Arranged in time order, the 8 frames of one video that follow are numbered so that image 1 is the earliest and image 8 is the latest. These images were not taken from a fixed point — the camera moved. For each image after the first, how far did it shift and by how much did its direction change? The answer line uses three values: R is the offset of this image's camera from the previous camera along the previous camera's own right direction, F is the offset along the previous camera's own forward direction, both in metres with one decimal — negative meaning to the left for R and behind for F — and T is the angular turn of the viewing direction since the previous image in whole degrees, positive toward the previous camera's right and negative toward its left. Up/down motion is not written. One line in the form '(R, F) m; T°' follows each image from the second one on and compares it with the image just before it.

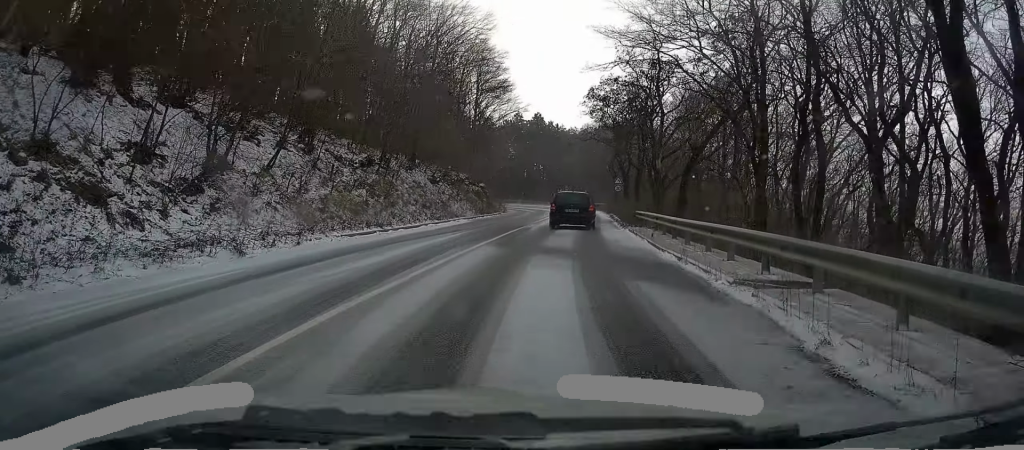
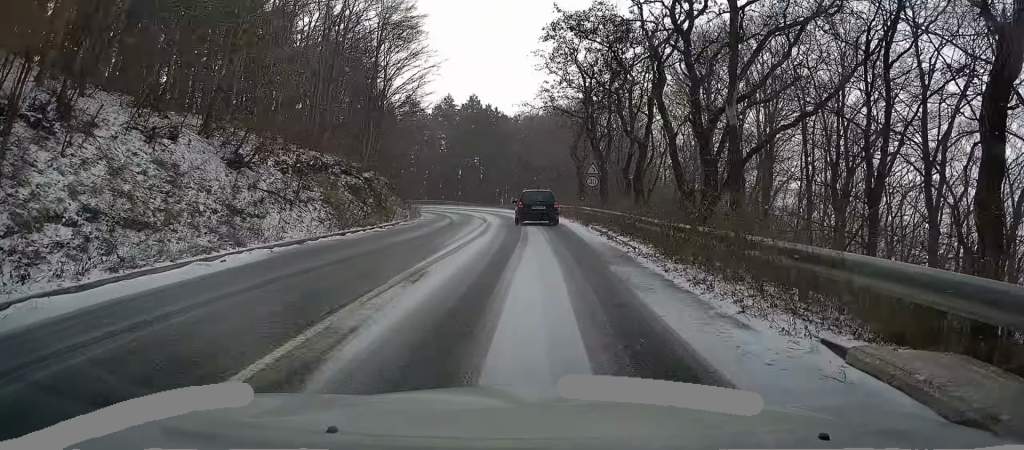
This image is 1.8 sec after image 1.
(+0.5, +19.8) m; +3°
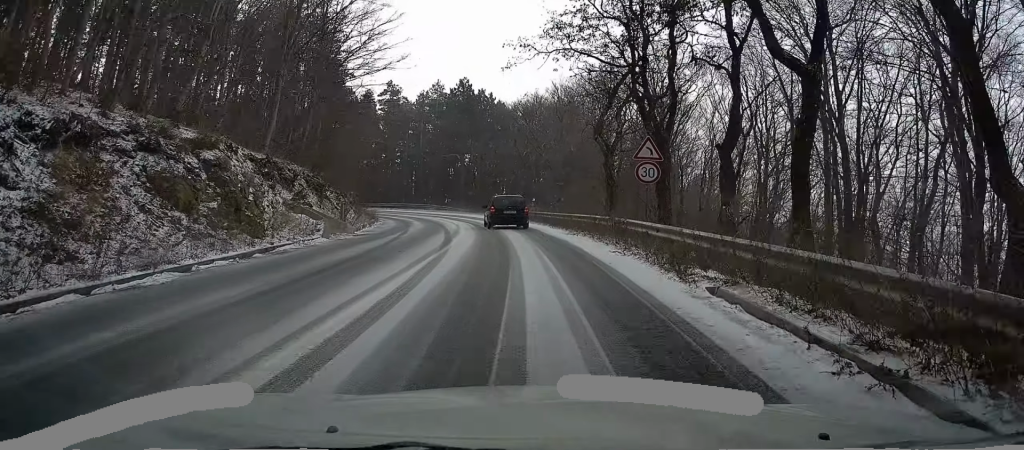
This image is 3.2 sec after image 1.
(+0.1, +15.0) m; -1°
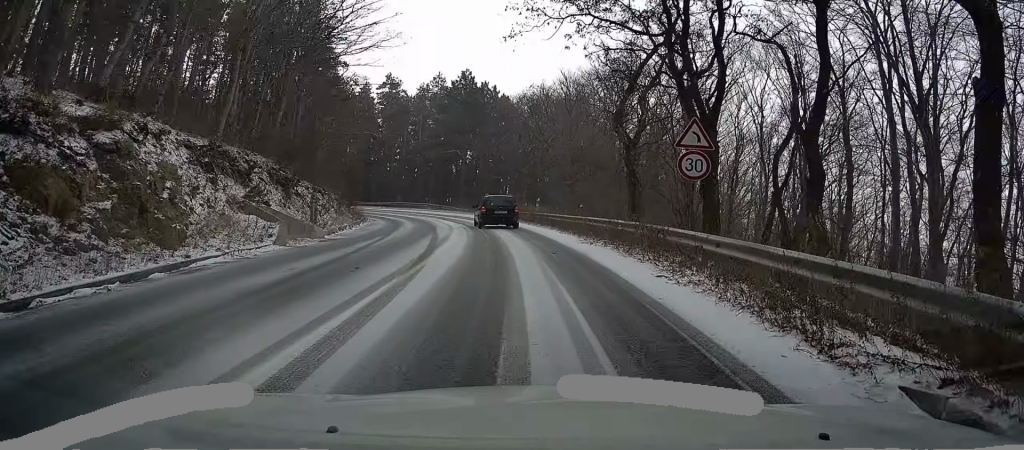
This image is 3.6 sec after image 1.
(0.0, +4.4) m; -1°
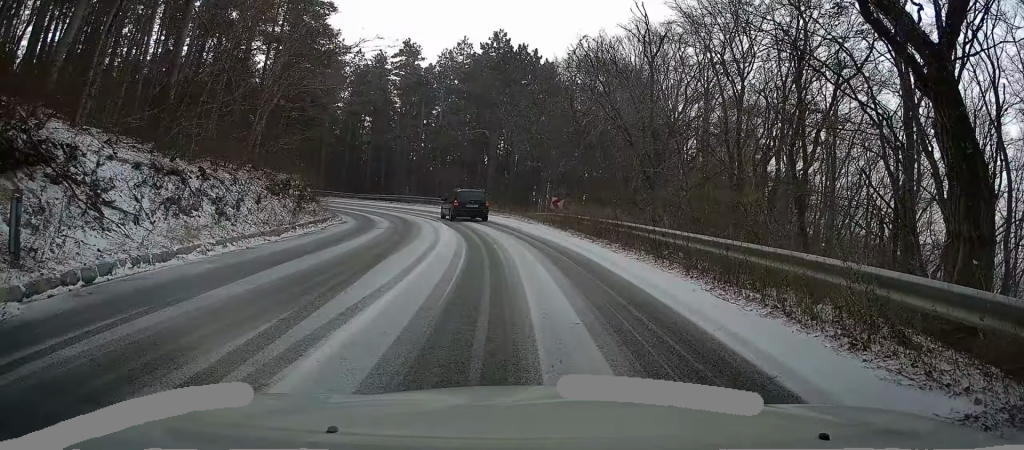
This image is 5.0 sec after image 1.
(-0.4, +15.9) m; -3°
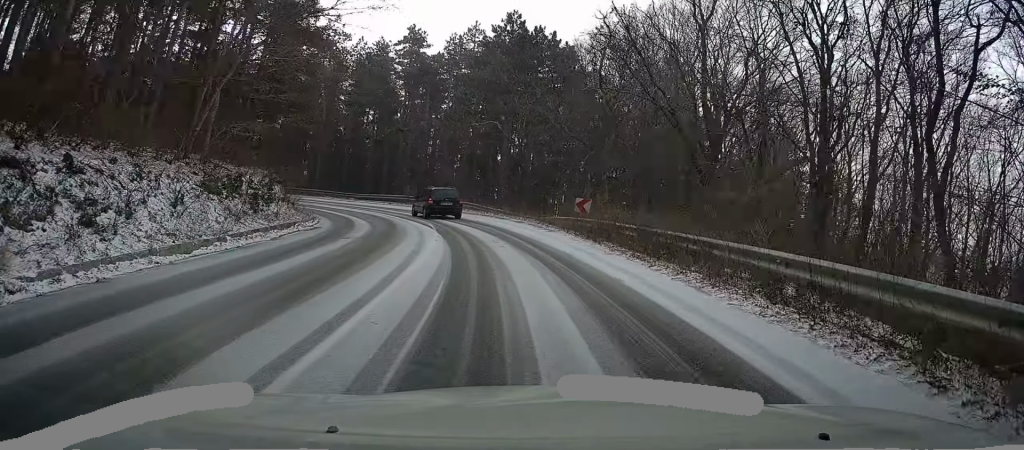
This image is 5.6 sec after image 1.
(-0.1, +6.0) m; -2°
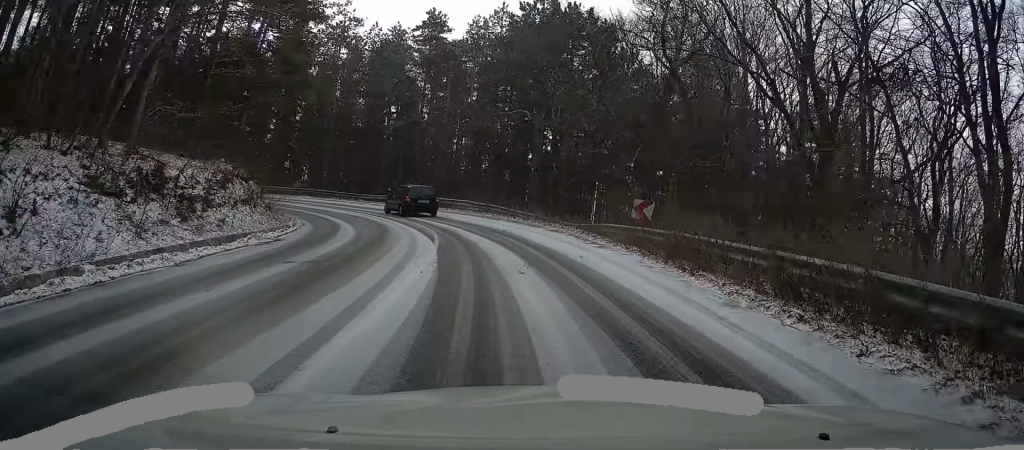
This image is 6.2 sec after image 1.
(-0.1, +6.3) m; -2°
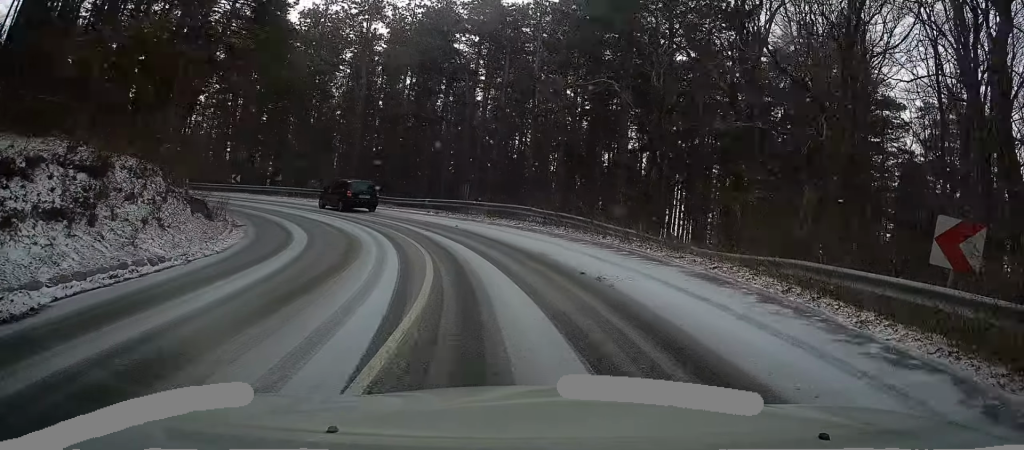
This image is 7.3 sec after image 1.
(-0.4, +11.3) m; -6°
